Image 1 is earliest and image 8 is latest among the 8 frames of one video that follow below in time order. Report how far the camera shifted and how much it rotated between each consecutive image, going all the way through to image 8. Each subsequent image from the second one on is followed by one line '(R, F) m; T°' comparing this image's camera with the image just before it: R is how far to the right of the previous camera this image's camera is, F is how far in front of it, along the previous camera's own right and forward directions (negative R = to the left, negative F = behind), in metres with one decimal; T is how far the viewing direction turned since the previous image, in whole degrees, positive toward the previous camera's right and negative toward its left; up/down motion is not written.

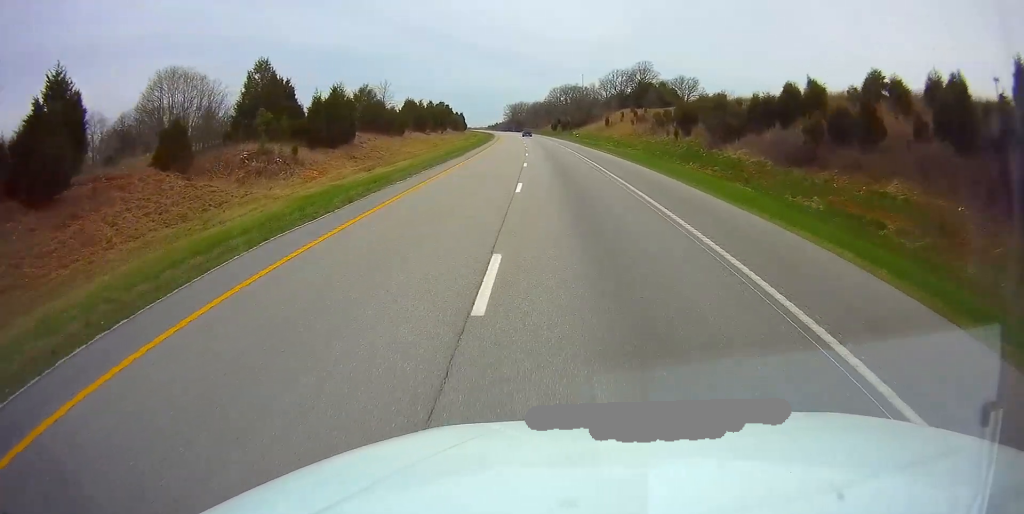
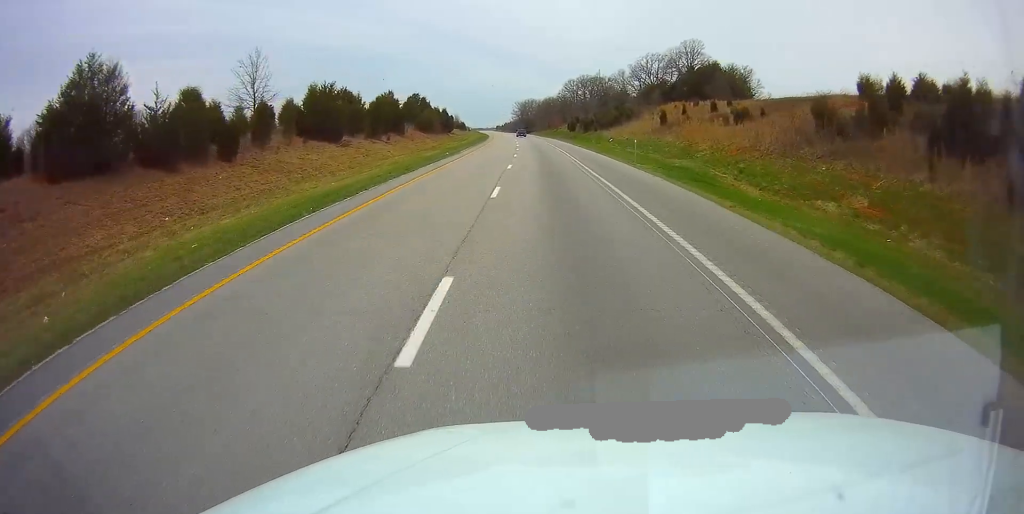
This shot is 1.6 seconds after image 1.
(-0.8, +50.5) m; -1°
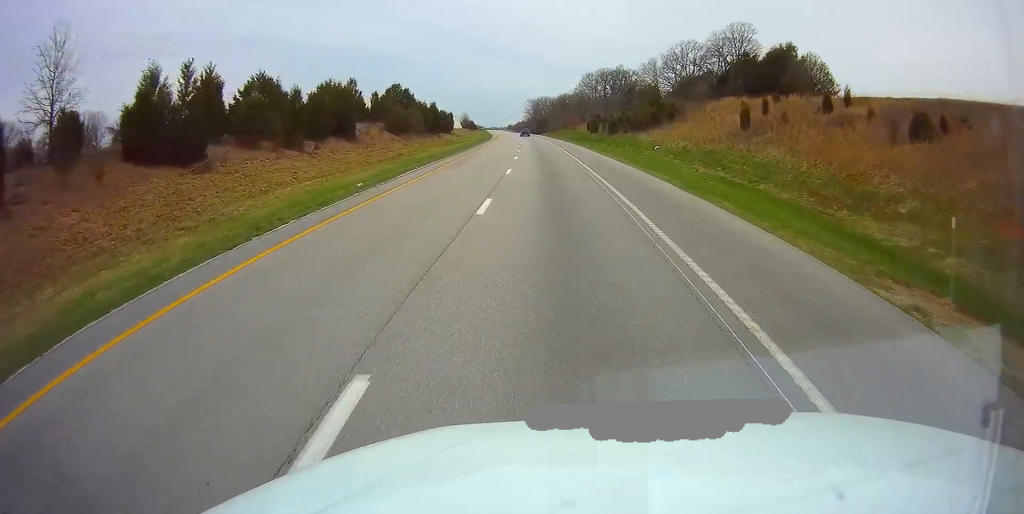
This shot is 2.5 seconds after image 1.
(-0.2, +27.8) m; -1°
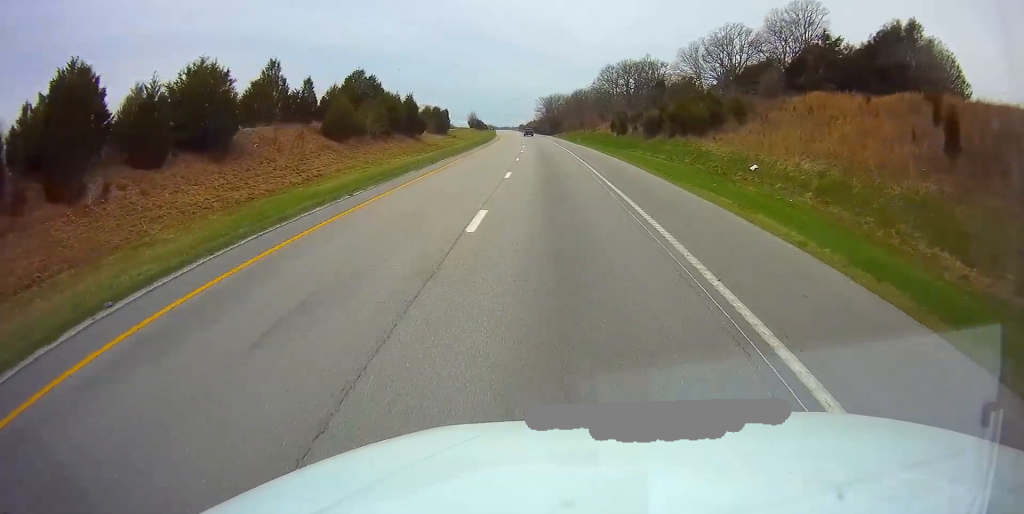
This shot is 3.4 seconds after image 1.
(-0.1, +26.8) m; -1°
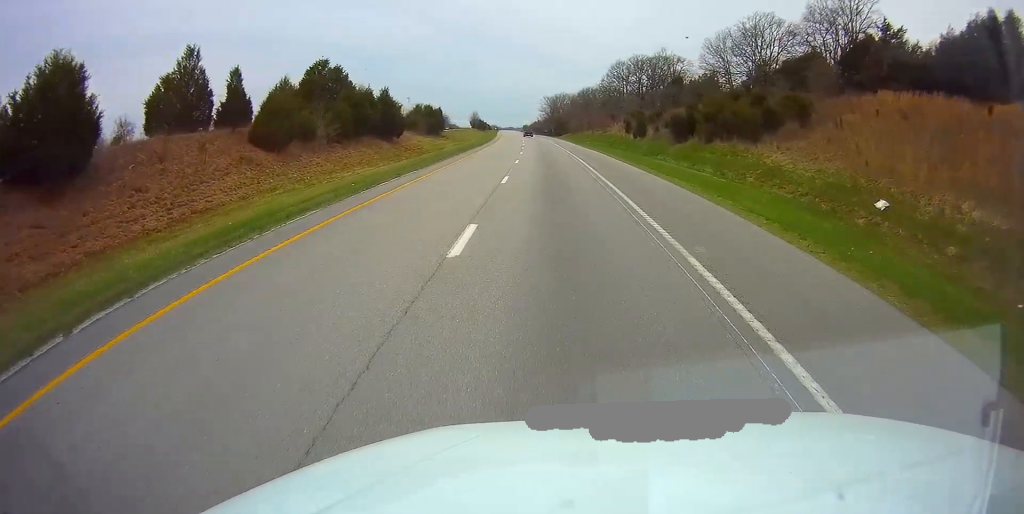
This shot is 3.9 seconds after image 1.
(-0.4, +14.4) m; -1°
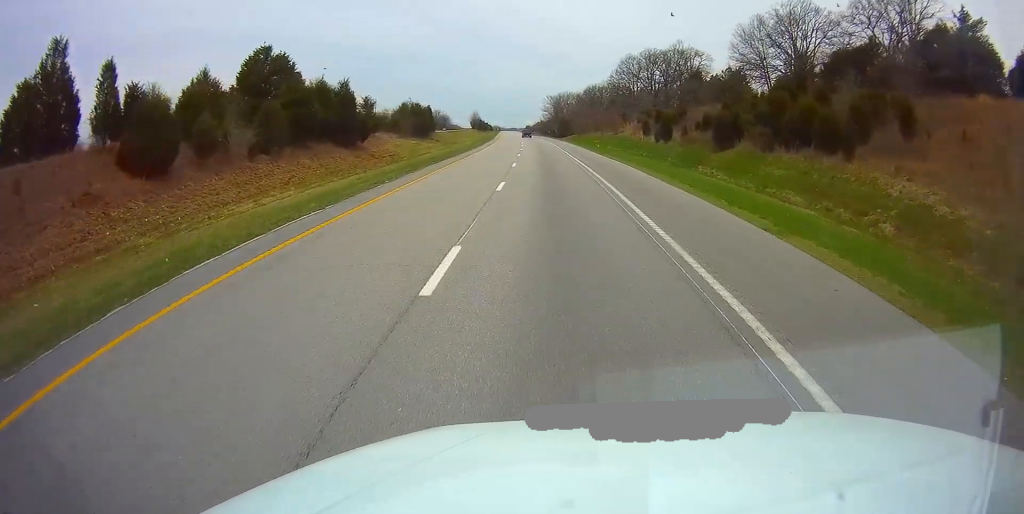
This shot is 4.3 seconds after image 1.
(-0.1, +14.4) m; -1°
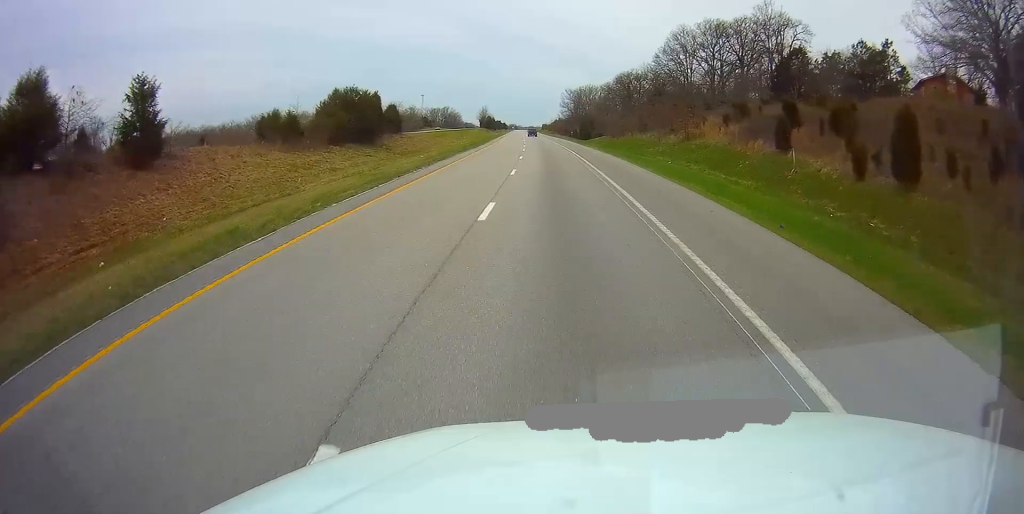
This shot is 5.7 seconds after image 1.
(-0.2, +43.4) m; 0°
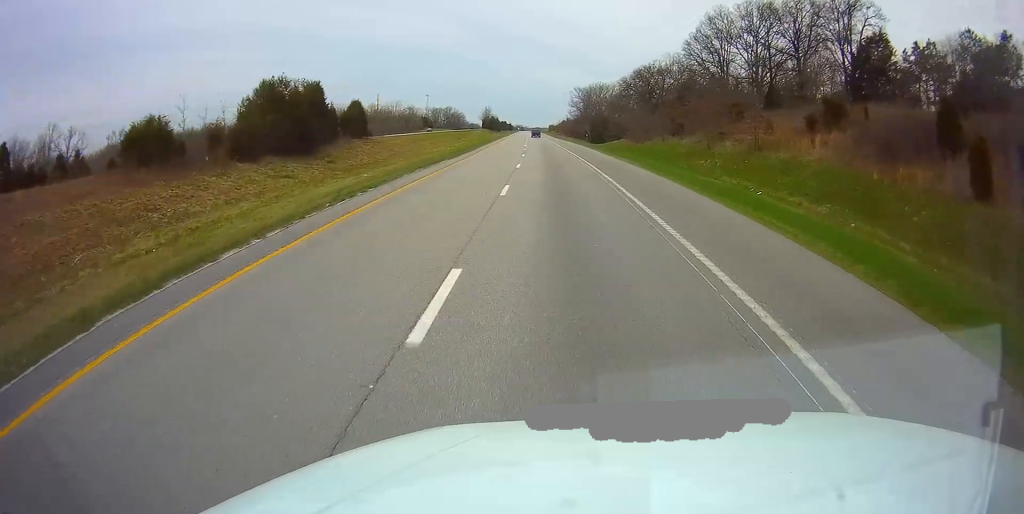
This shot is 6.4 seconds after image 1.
(+0.2, +19.8) m; 0°
